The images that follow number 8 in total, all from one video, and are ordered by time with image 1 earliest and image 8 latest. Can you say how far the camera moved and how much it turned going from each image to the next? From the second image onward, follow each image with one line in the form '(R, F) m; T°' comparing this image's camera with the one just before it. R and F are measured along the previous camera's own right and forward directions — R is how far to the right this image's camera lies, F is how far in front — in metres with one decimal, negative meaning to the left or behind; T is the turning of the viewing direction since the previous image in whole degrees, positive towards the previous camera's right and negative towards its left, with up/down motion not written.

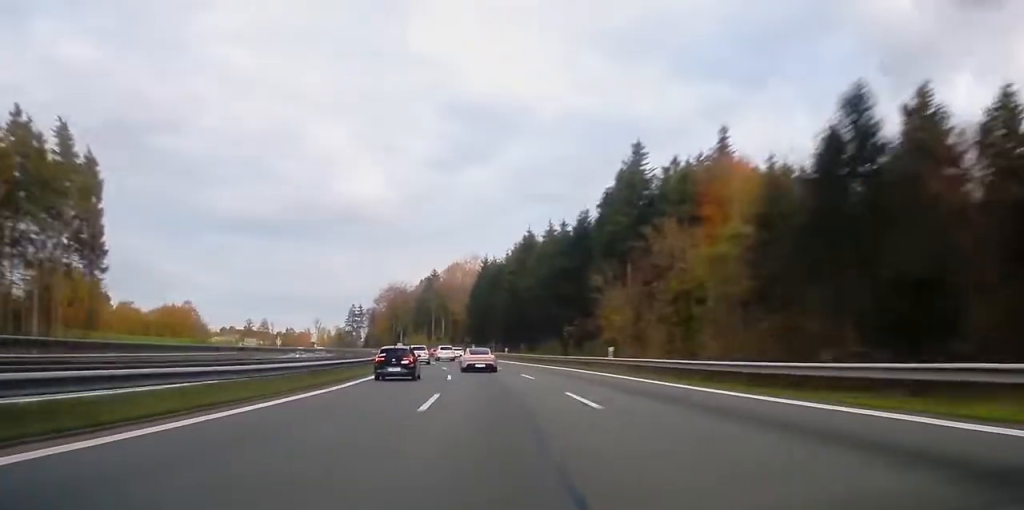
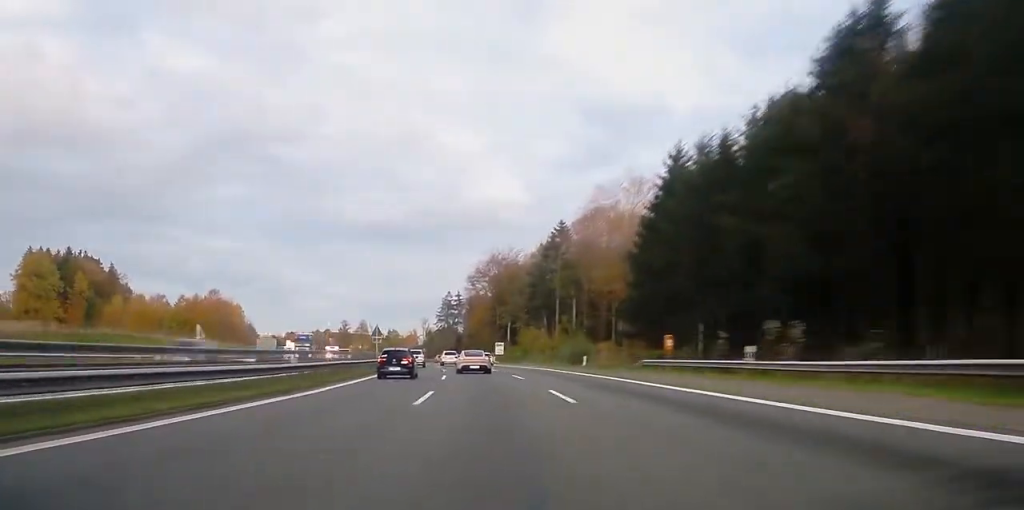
(-6.9, +91.0) m; -9°
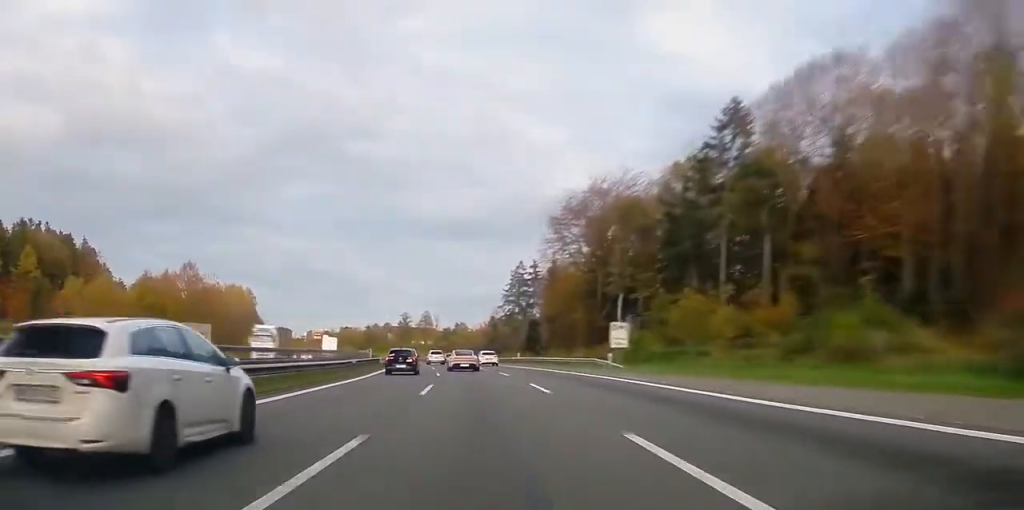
(-4.2, +68.2) m; -6°
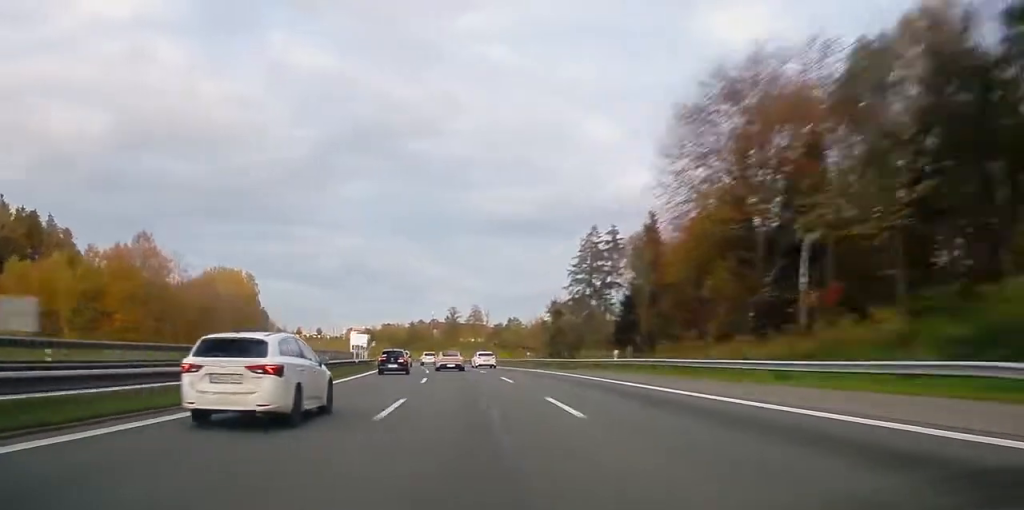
(-1.6, +43.7) m; -4°
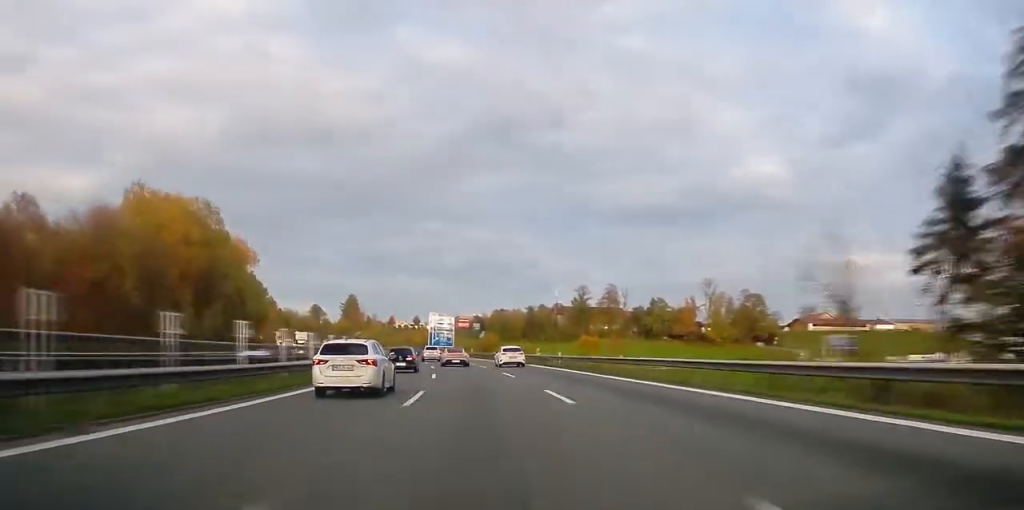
(-5.0, +86.8) m; -7°
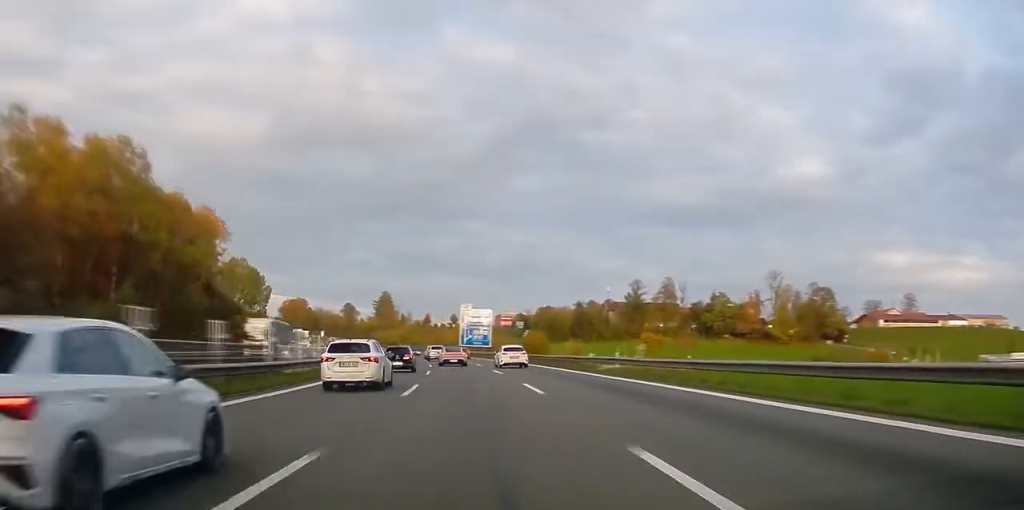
(+0.2, +31.0) m; -3°
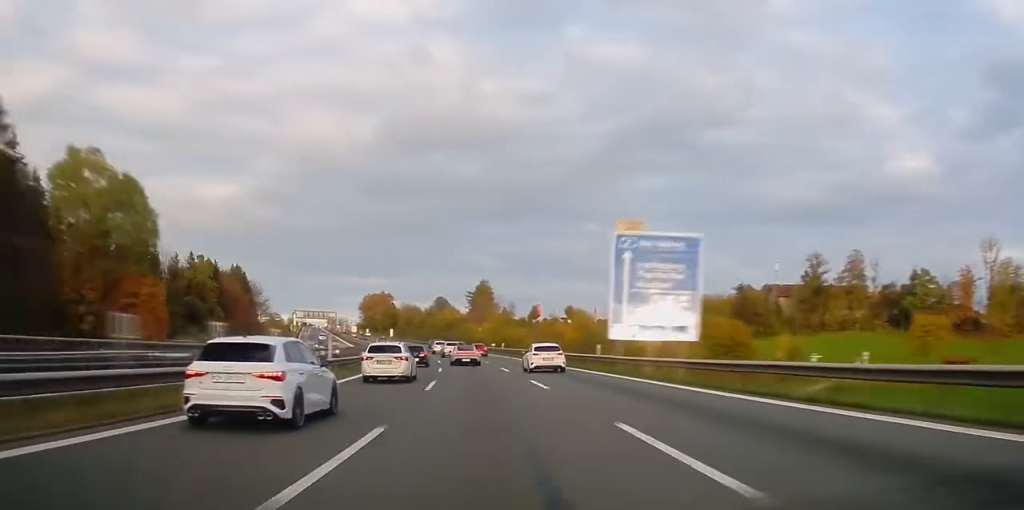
(-7.1, +84.5) m; -9°
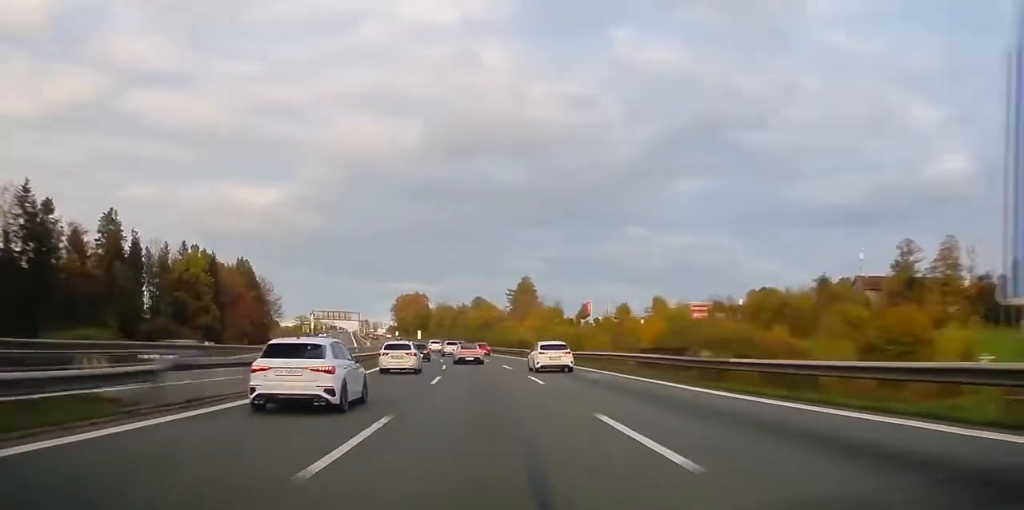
(-0.7, +34.9) m; -4°
